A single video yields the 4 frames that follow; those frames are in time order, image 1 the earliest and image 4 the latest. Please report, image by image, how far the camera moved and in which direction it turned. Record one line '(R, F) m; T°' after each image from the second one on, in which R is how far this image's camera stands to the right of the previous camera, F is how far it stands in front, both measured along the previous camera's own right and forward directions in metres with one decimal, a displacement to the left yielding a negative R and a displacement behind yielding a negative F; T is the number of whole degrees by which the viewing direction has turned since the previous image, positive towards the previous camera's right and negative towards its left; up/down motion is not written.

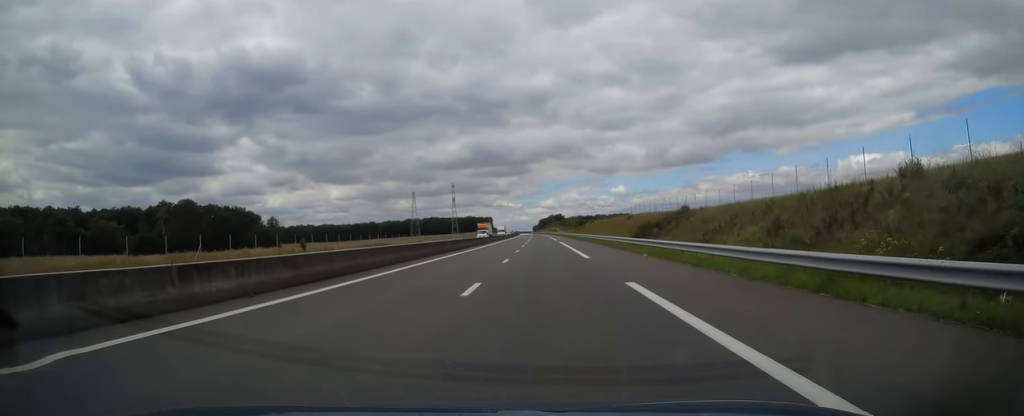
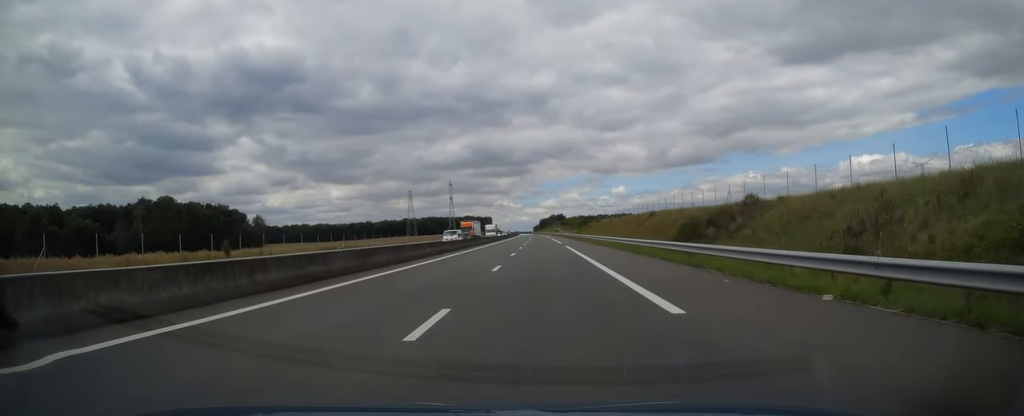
(-0.1, +18.0) m; 0°
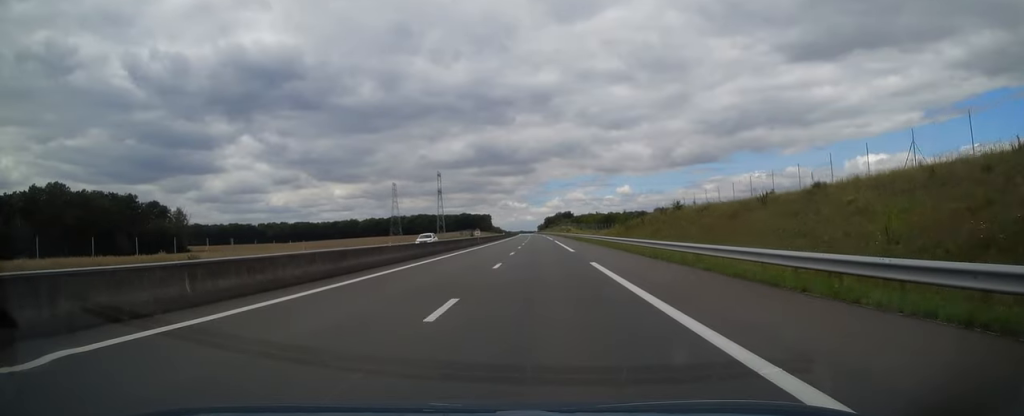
(-0.7, +75.9) m; -1°
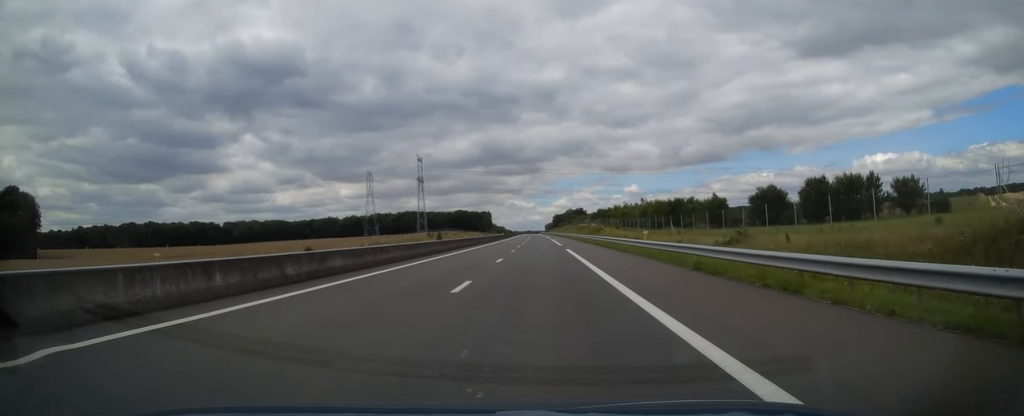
(+0.4, +86.1) m; 0°
